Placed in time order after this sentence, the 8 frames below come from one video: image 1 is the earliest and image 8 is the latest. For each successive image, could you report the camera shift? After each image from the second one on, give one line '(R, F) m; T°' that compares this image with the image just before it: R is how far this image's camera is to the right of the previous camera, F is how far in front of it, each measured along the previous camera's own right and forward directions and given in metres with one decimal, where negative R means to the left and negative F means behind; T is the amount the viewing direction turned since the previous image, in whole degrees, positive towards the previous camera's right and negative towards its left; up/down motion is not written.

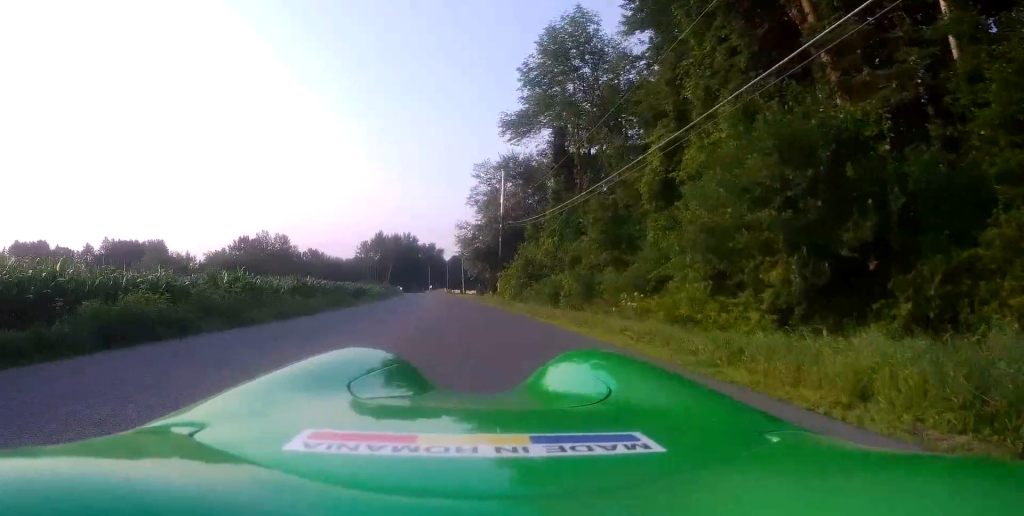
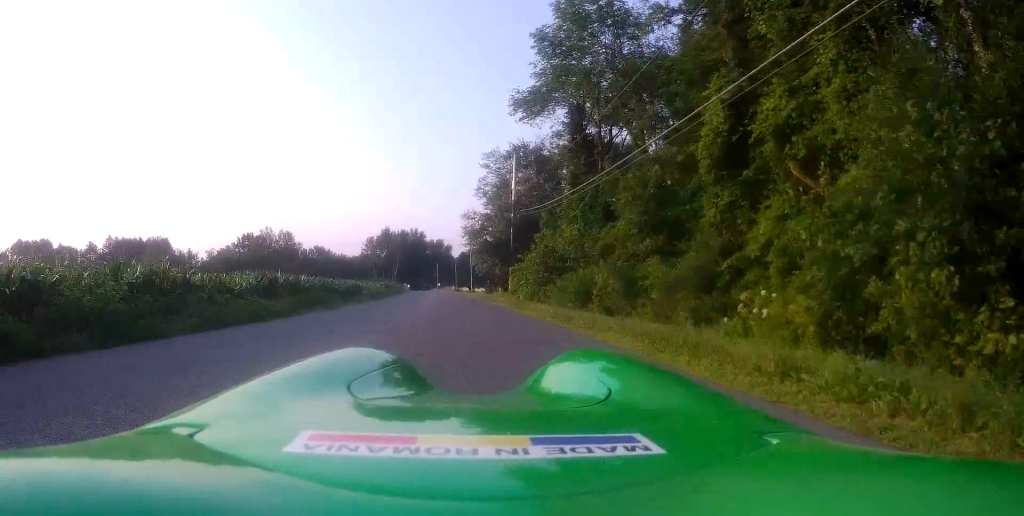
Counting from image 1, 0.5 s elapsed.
(+0.1, +5.2) m; 0°
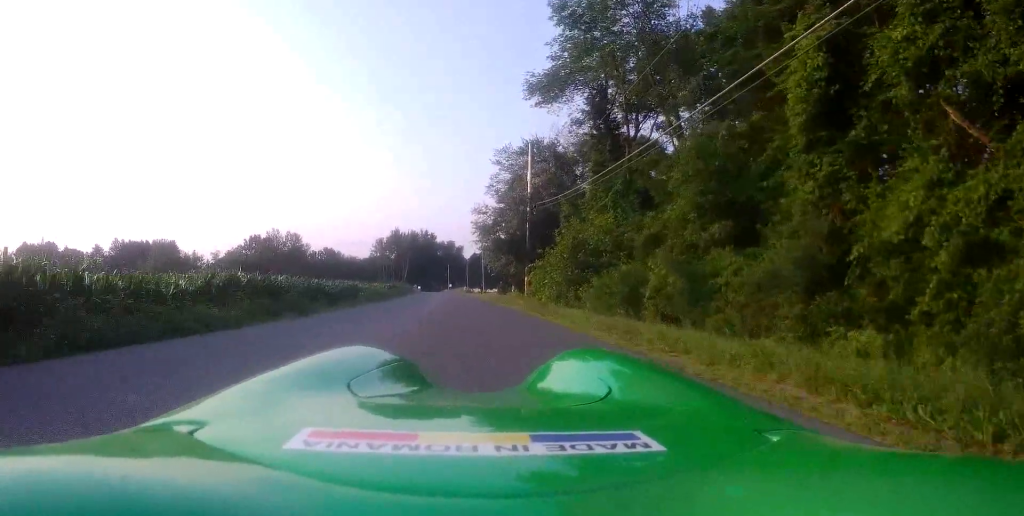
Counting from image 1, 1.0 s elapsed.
(-0.2, +4.8) m; -1°
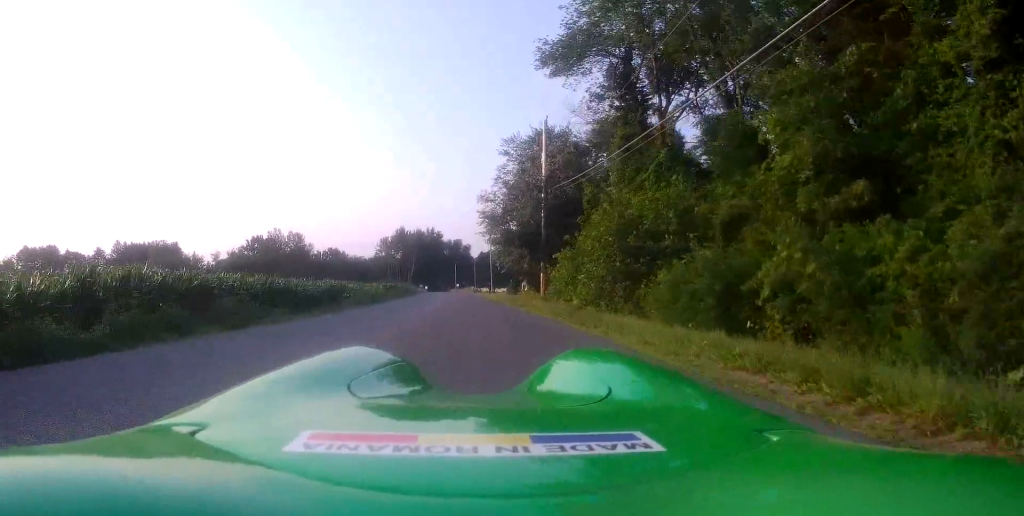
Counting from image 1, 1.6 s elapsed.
(-0.1, +5.6) m; -1°
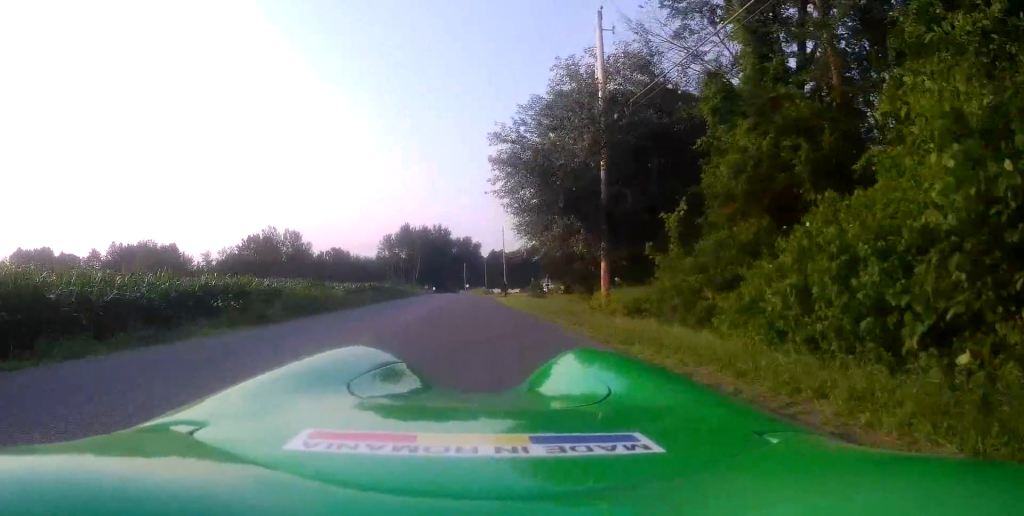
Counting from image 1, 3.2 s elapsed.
(0.0, +15.5) m; -1°
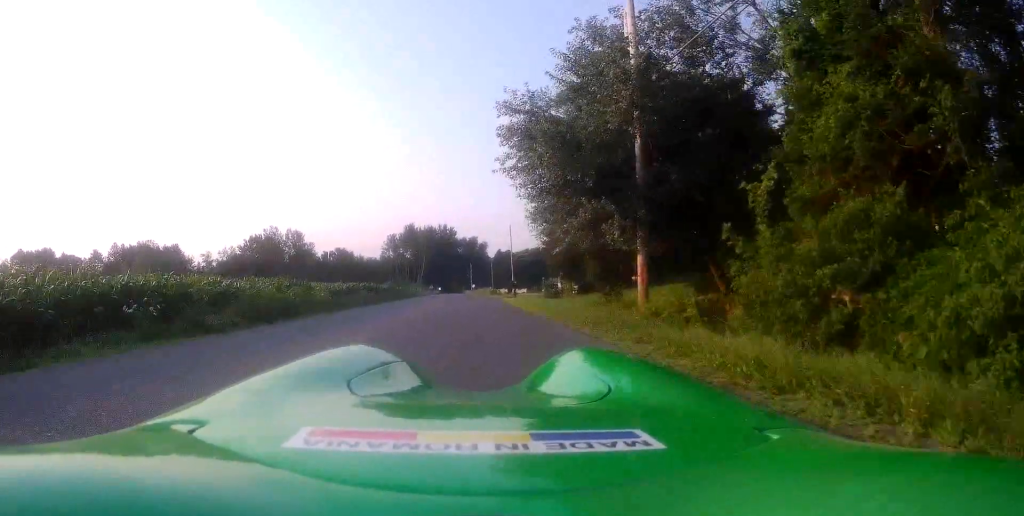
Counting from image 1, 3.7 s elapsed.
(0.0, +4.3) m; -1°
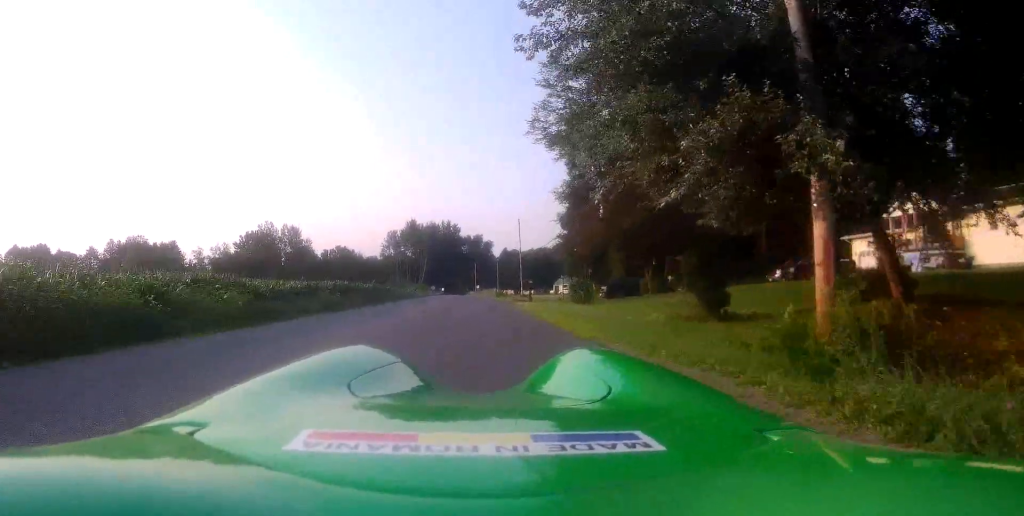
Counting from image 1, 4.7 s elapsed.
(-0.2, +8.9) m; -2°
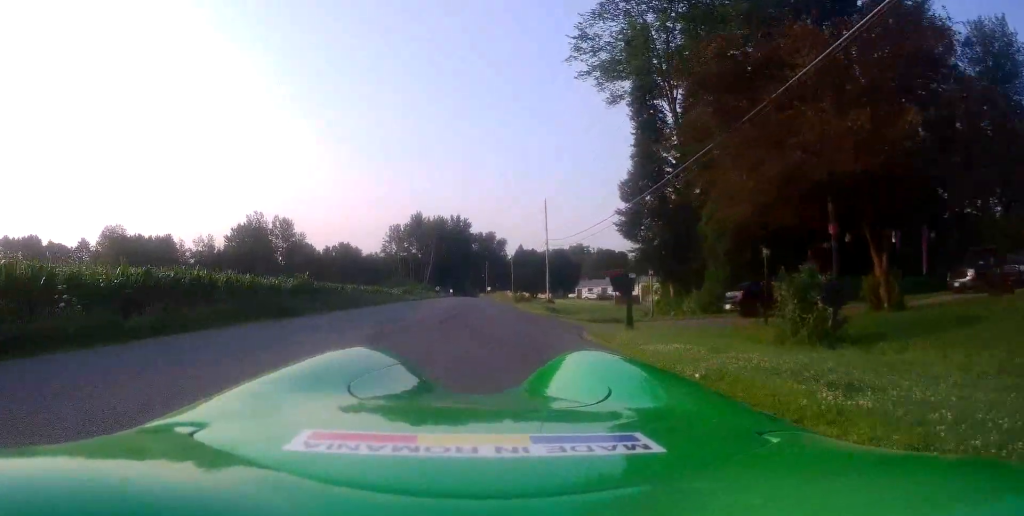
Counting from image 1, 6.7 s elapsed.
(+0.6, +18.4) m; +4°
